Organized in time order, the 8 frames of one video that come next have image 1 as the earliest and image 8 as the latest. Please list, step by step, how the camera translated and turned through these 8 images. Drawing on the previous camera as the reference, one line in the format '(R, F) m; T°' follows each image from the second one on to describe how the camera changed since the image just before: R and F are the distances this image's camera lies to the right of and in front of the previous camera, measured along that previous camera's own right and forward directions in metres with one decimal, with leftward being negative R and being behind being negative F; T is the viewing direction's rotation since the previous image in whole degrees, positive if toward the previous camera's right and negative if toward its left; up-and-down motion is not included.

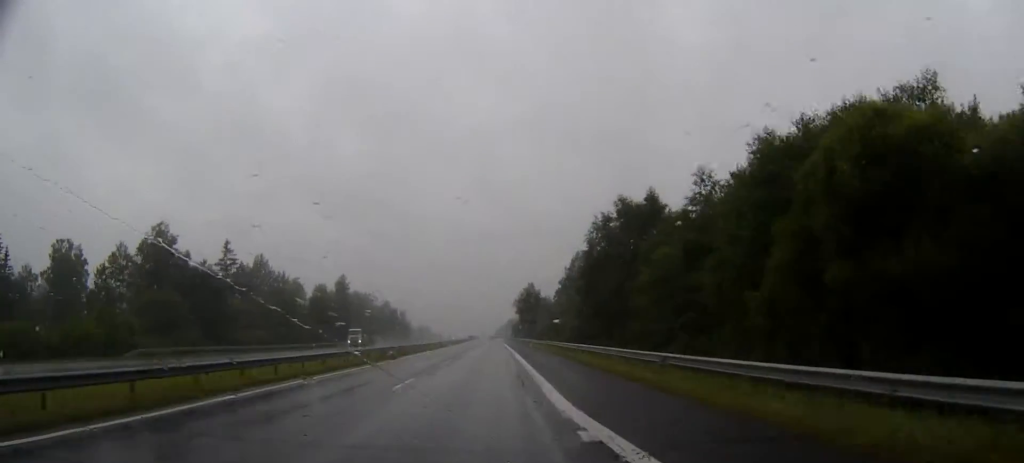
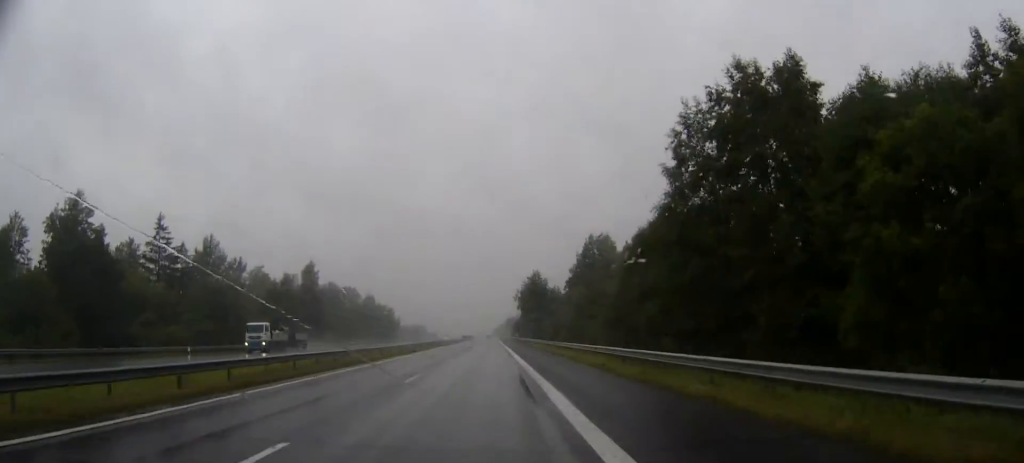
(0.0, +29.0) m; 0°
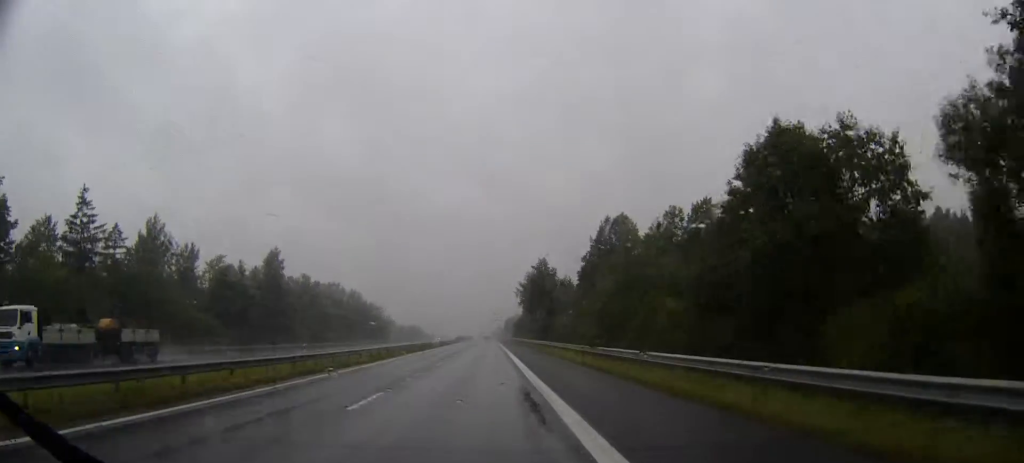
(0.0, +23.4) m; 0°
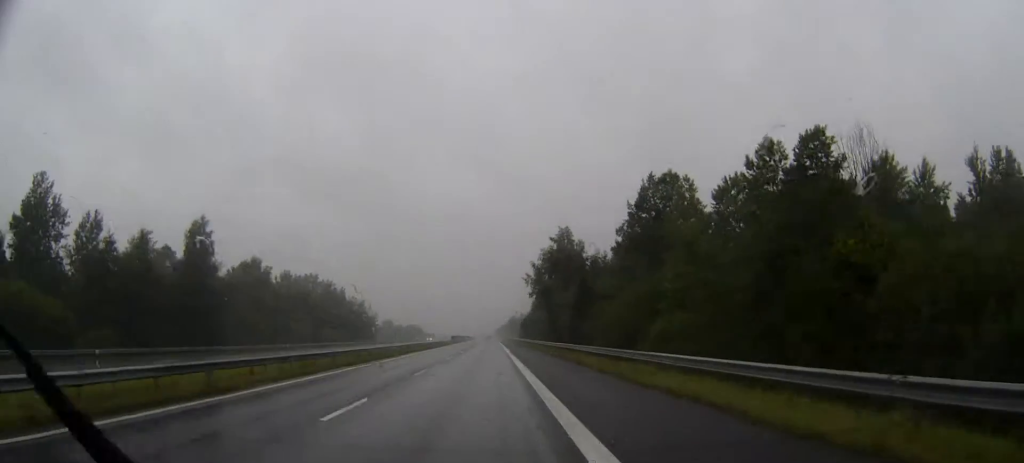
(-0.1, +33.6) m; 0°
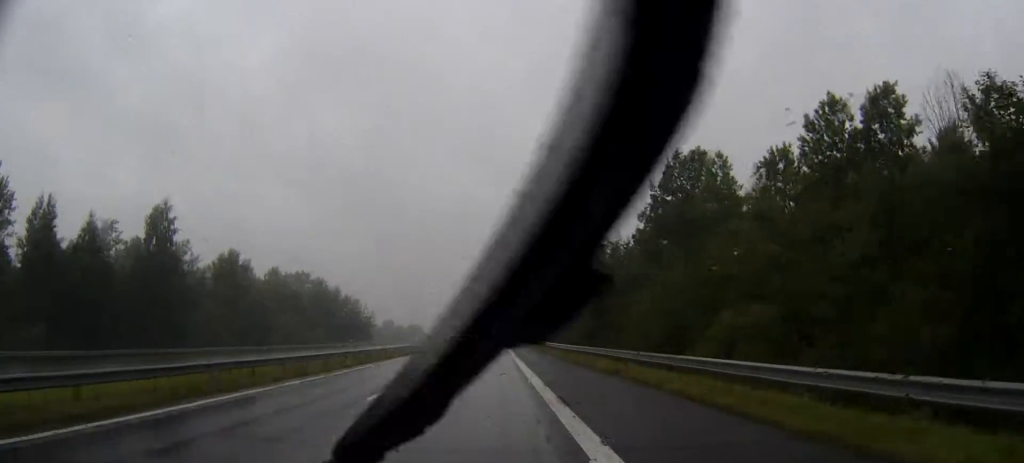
(0.0, +12.1) m; 0°
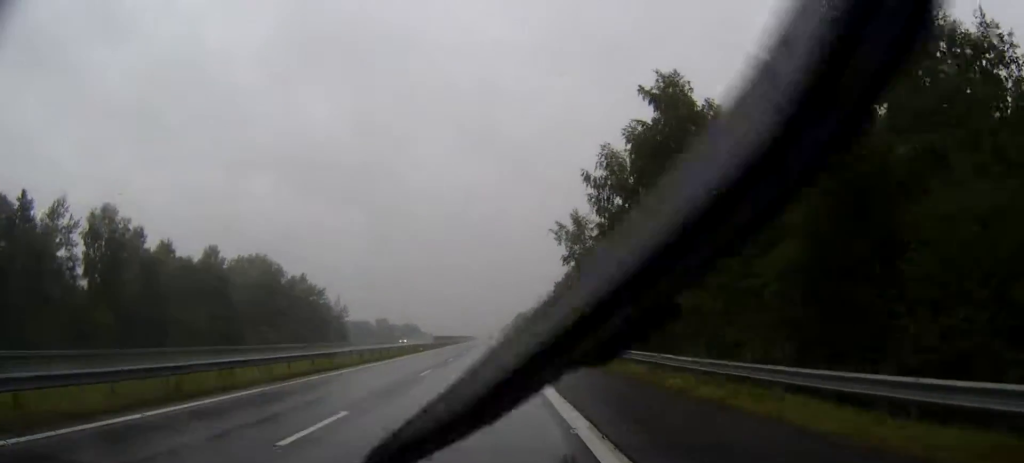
(-0.1, +38.4) m; 0°
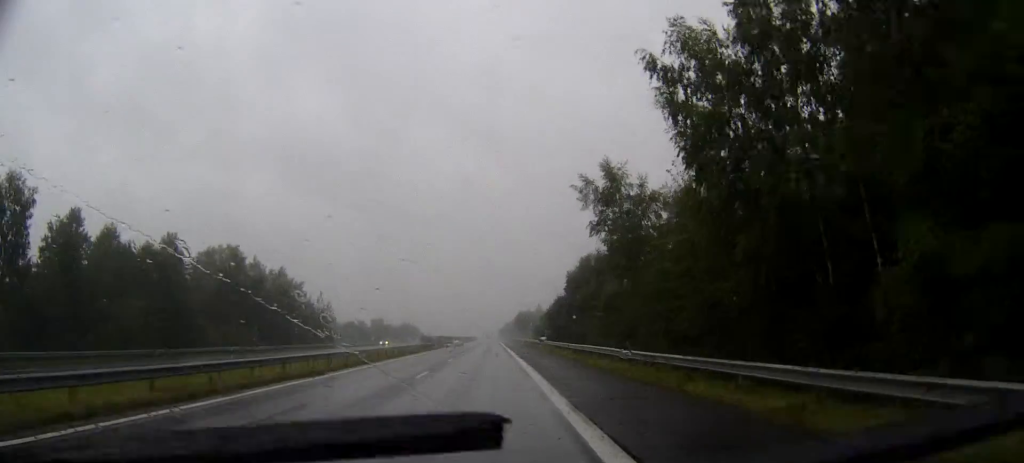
(-0.1, +17.8) m; 0°
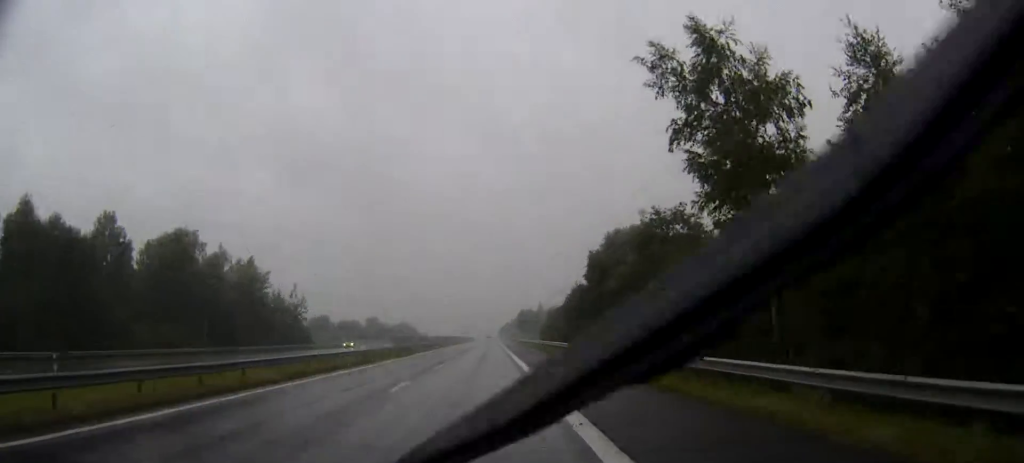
(+0.1, +20.5) m; 0°
